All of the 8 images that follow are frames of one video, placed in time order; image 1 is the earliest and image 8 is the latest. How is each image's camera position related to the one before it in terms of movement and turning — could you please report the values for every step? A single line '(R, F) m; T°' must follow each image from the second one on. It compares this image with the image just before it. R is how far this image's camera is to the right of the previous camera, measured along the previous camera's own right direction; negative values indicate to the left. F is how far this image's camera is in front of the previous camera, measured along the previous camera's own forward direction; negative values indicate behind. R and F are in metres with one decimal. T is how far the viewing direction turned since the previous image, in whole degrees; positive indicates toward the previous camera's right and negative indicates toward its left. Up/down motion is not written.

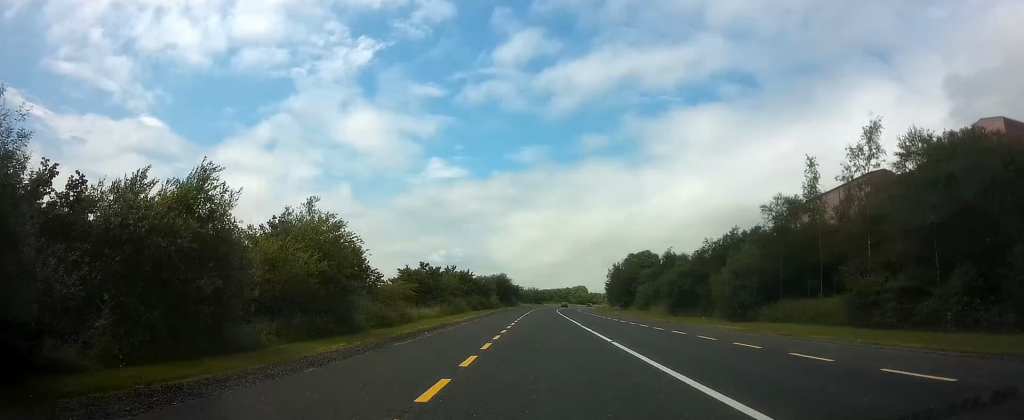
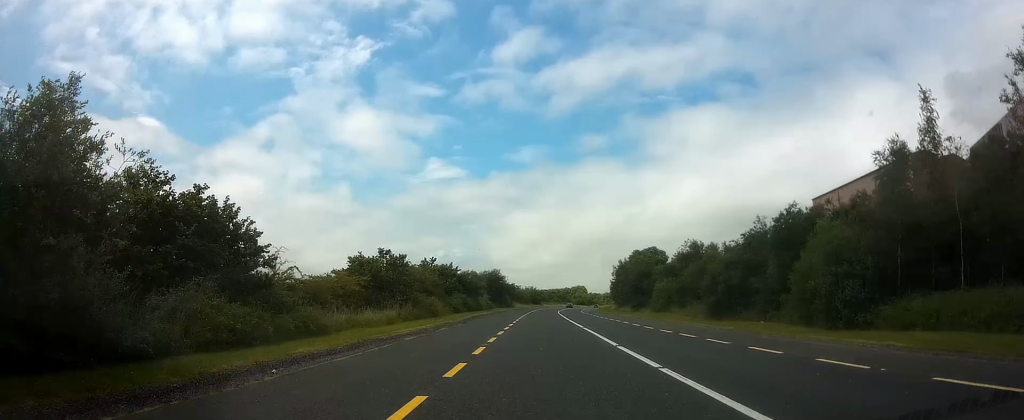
(+0.1, +13.7) m; 0°
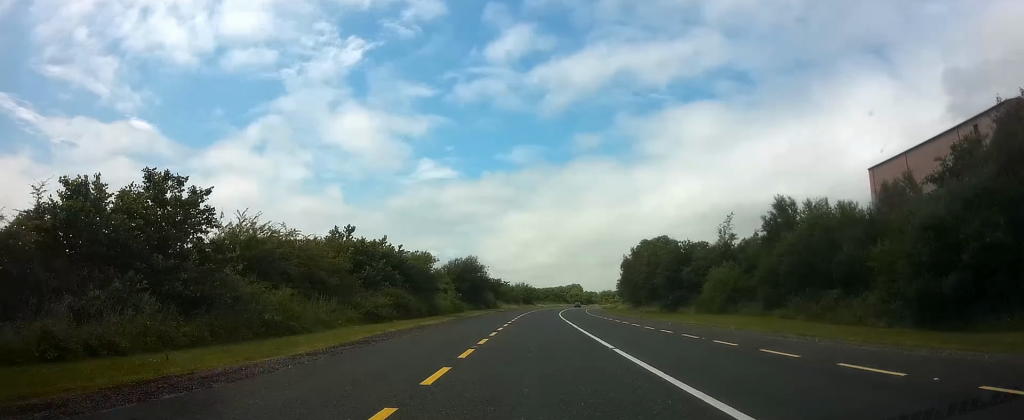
(+0.3, +25.4) m; +1°
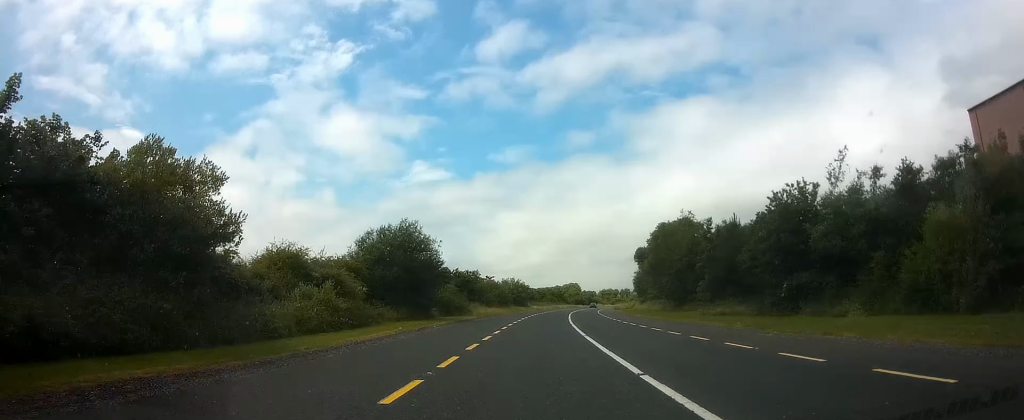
(0.0, +29.9) m; 0°
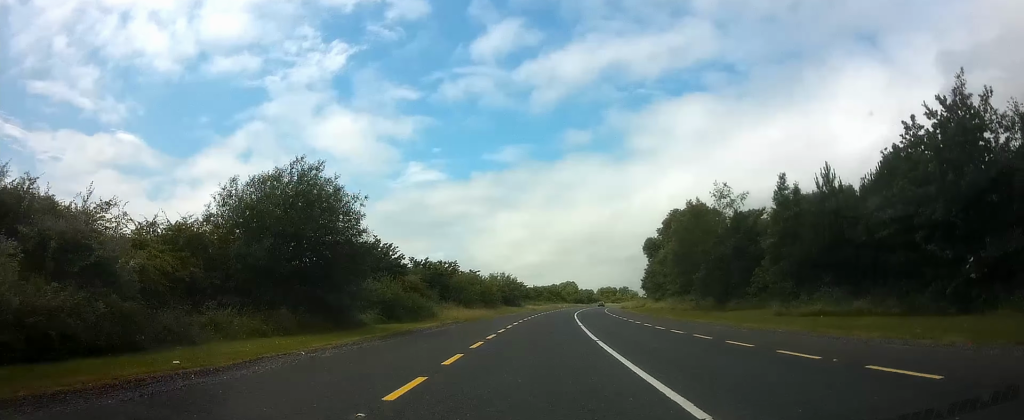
(0.0, +15.9) m; 0°
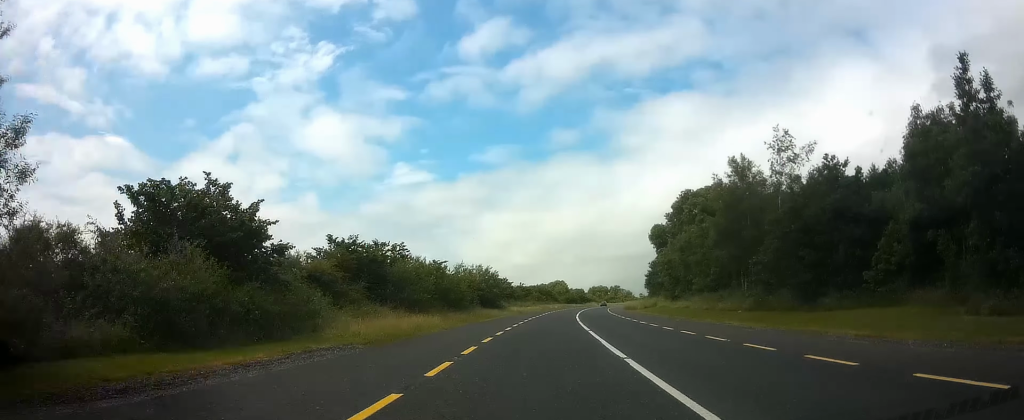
(0.0, +17.6) m; +1°
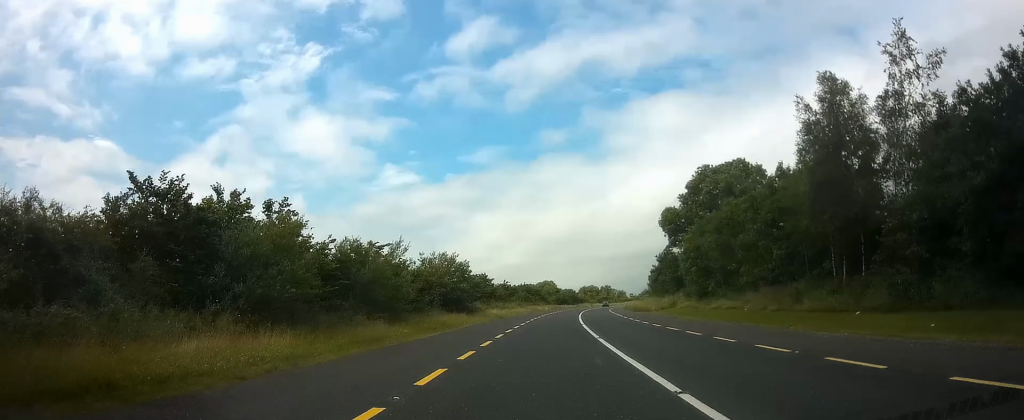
(+0.1, +16.9) m; +2°
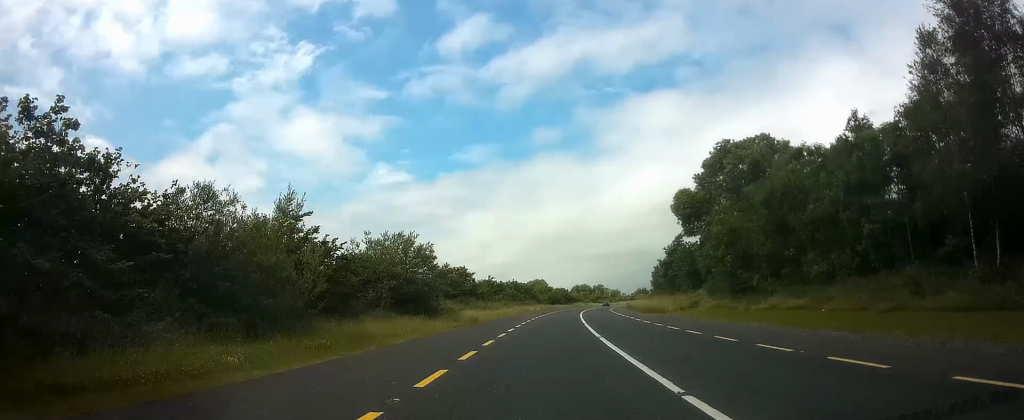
(+0.3, +12.2) m; +1°
